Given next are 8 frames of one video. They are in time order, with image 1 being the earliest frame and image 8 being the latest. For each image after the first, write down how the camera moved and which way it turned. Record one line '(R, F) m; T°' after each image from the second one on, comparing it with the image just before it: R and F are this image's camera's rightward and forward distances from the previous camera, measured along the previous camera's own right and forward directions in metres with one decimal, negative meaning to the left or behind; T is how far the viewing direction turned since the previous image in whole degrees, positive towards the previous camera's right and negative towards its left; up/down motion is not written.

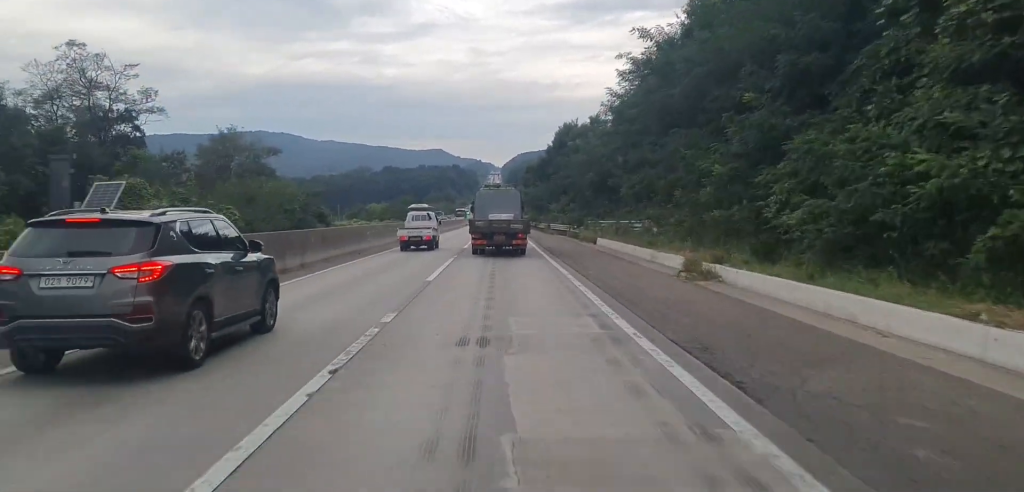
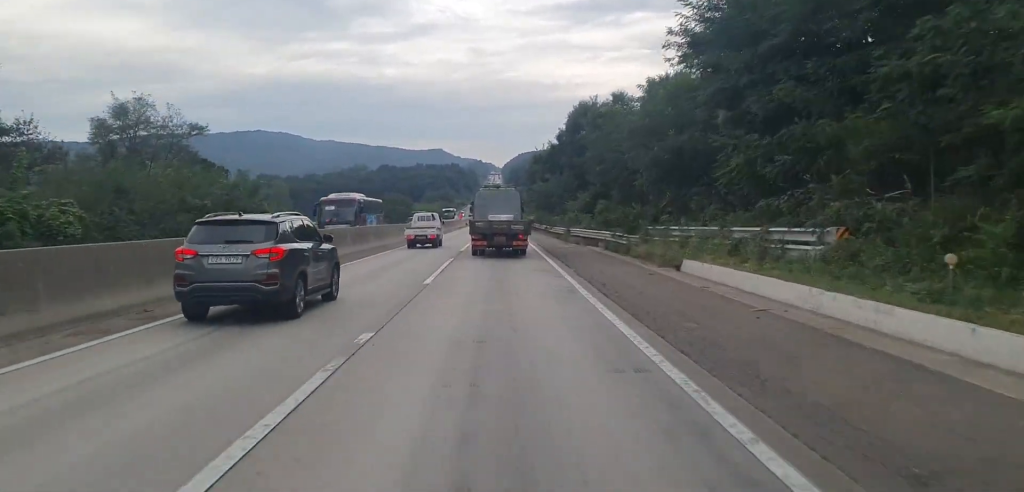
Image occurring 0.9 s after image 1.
(-0.1, +23.4) m; 0°
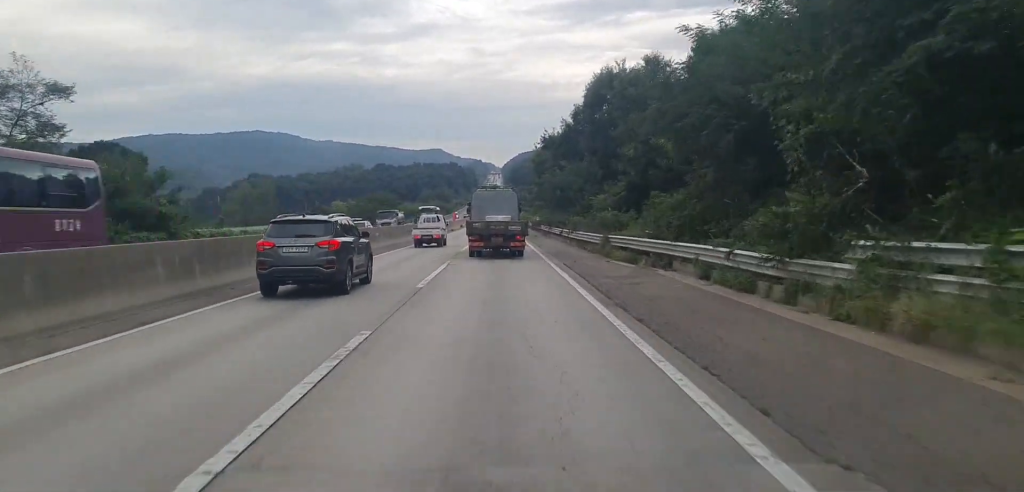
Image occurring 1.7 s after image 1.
(0.0, +20.3) m; 0°
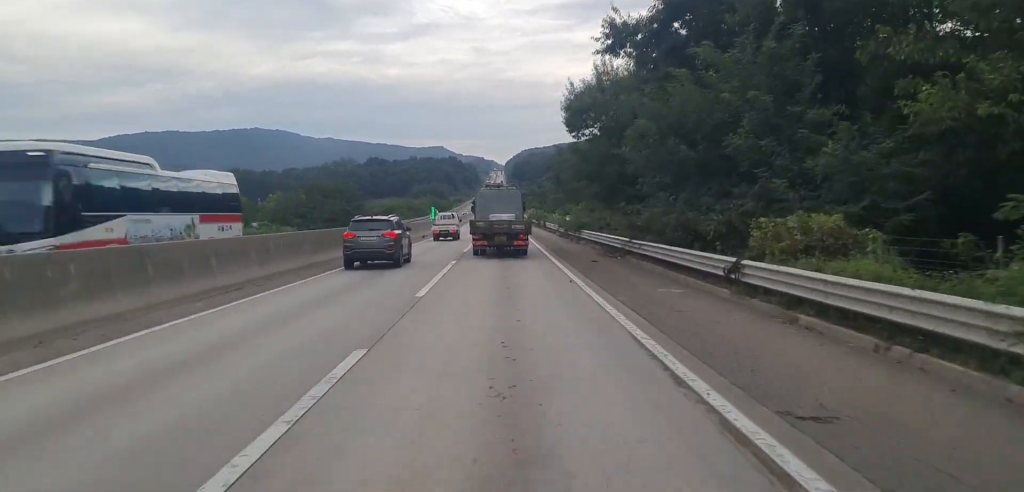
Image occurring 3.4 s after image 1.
(0.0, +39.4) m; -1°
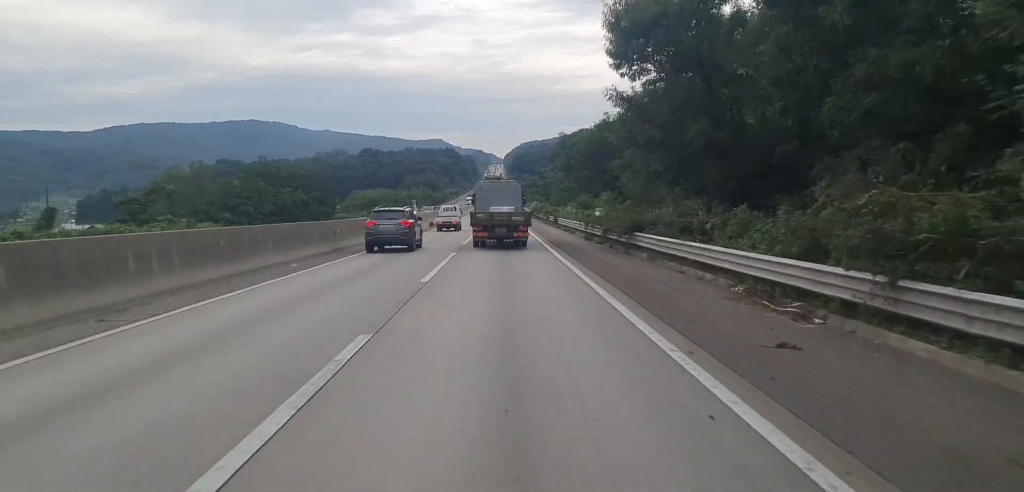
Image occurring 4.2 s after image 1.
(-0.1, +17.9) m; 0°
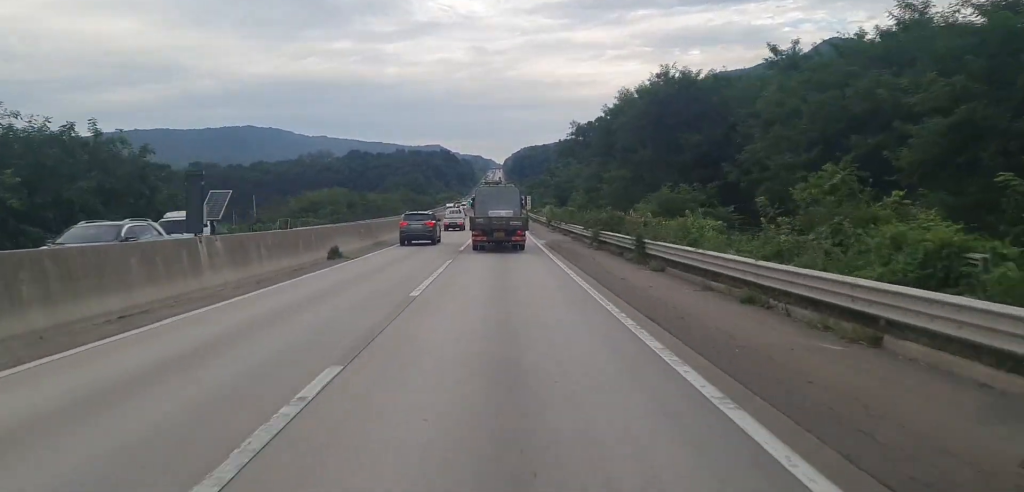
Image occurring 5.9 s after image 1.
(+0.2, +41.0) m; +1°
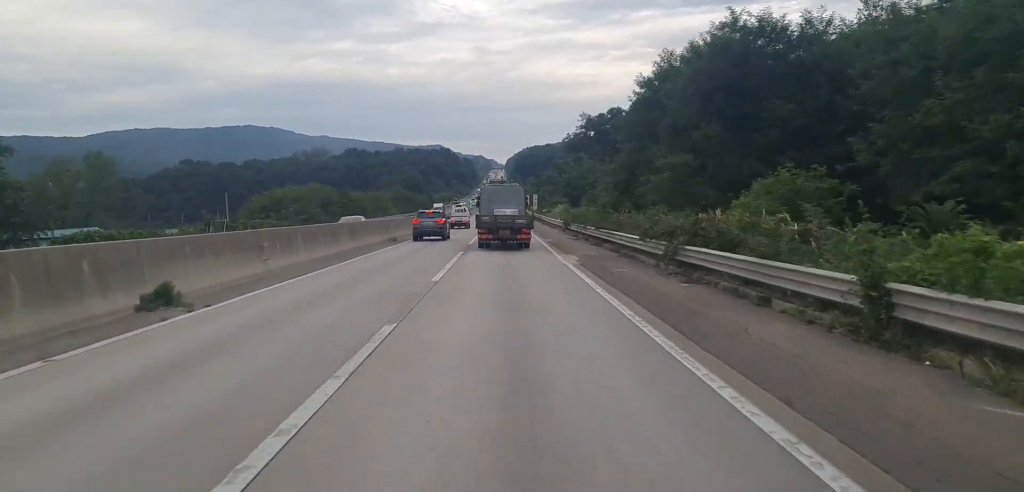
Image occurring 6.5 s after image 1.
(+0.1, +14.9) m; 0°
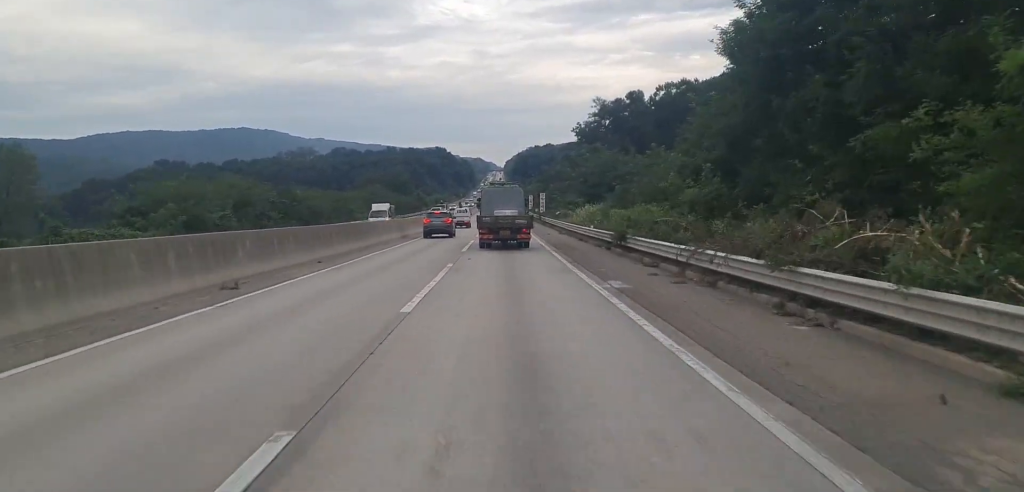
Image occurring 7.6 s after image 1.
(-0.1, +25.2) m; 0°
